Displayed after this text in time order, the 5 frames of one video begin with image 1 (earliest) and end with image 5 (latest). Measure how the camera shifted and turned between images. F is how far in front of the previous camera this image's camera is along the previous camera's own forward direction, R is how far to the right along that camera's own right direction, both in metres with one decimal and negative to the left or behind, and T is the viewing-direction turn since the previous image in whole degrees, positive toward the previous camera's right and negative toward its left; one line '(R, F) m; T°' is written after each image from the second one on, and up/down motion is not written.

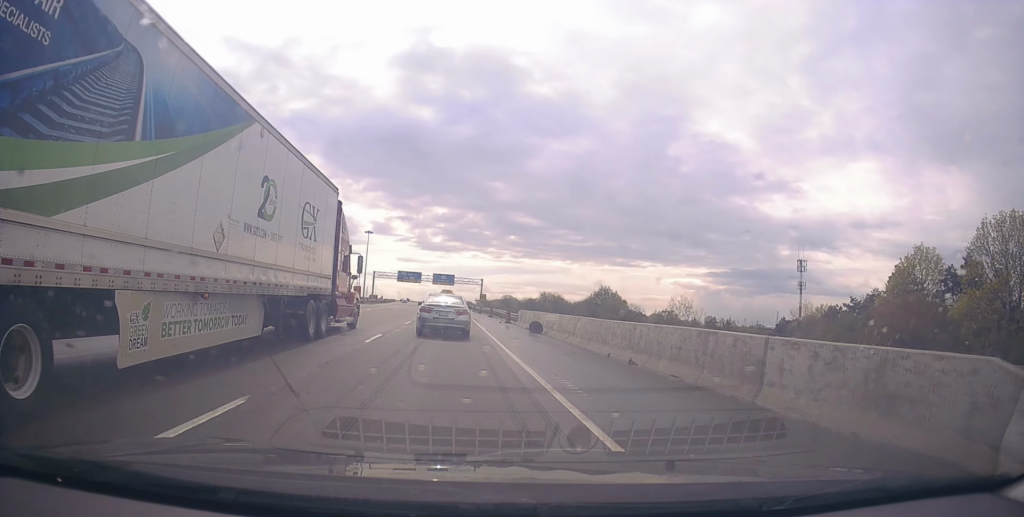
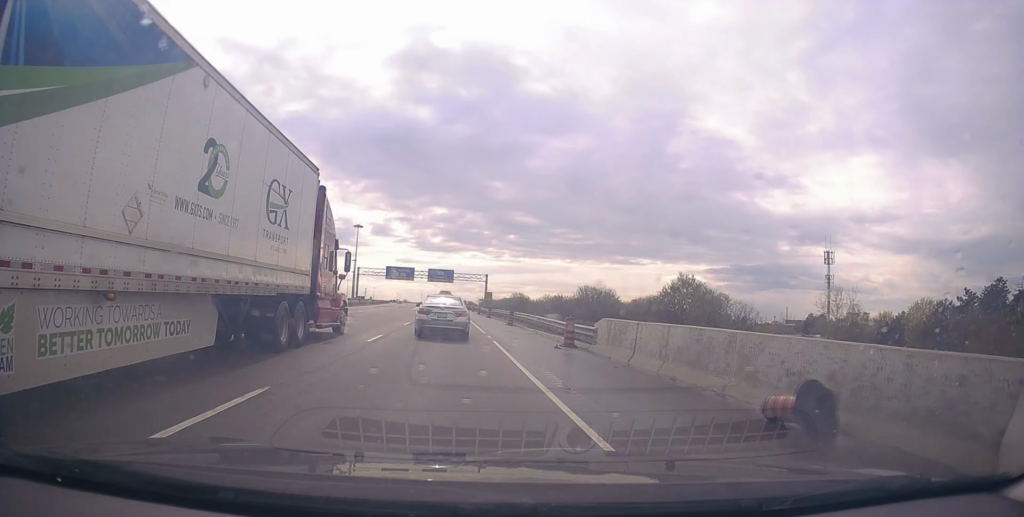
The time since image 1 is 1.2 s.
(+0.9, +22.9) m; +1°
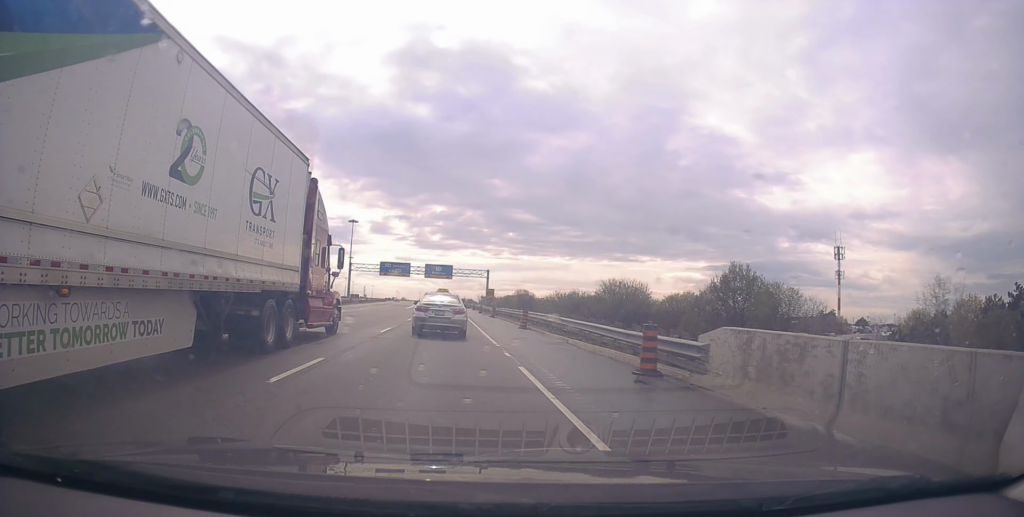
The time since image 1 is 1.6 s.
(-0.3, +7.9) m; 0°
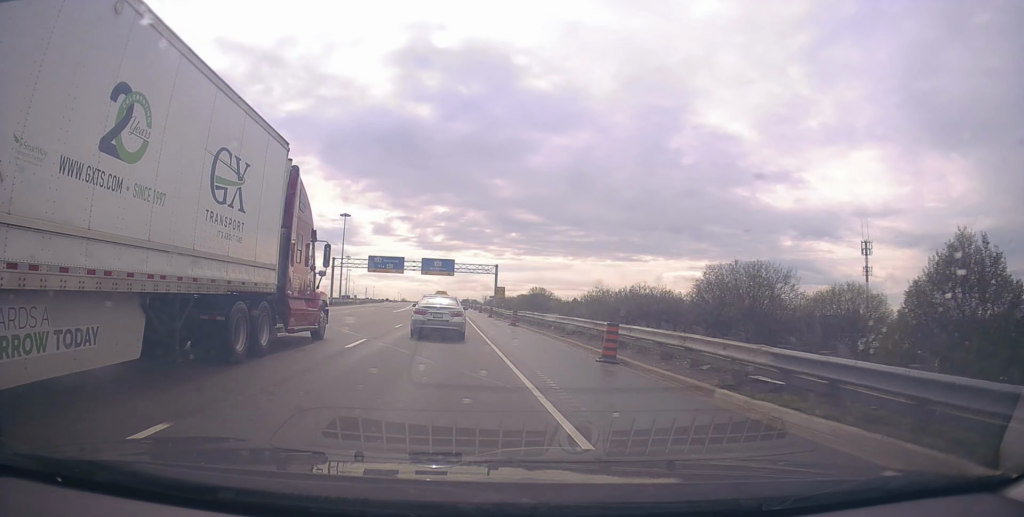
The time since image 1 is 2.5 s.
(+0.1, +17.6) m; 0°
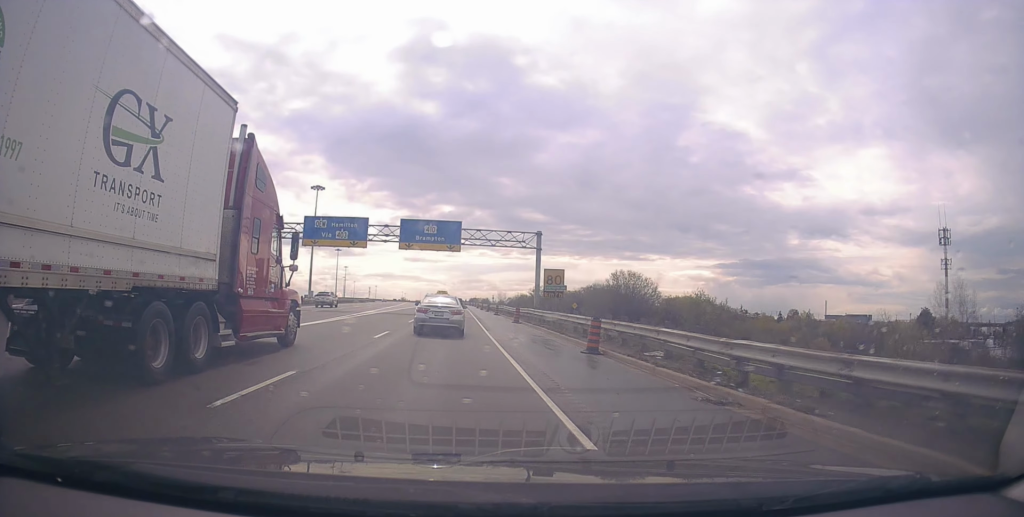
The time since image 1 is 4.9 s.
(-1.9, +43.9) m; -2°
